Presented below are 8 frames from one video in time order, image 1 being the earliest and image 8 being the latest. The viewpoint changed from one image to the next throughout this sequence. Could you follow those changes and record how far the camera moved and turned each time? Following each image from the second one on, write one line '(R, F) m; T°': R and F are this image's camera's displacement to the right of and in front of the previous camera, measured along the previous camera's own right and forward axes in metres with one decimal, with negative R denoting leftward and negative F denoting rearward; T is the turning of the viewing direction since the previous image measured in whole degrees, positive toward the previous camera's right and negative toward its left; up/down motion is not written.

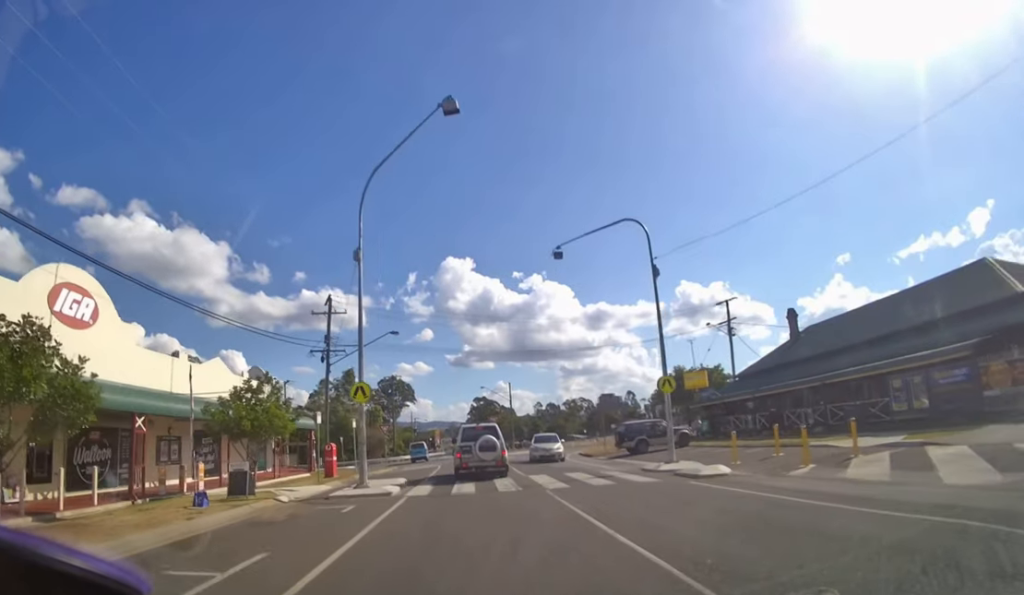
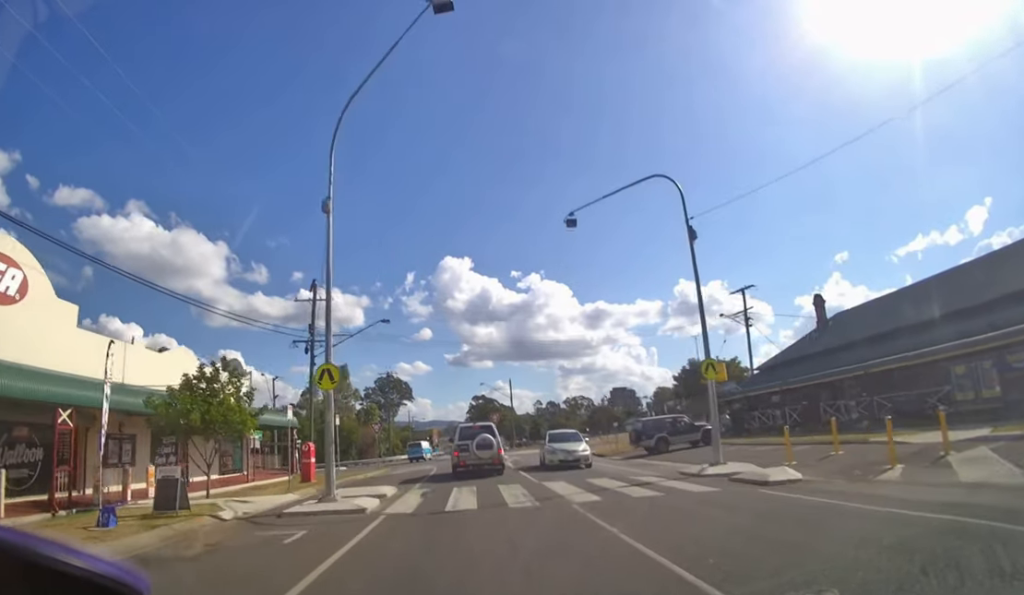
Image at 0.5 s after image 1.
(0.0, +3.1) m; 0°
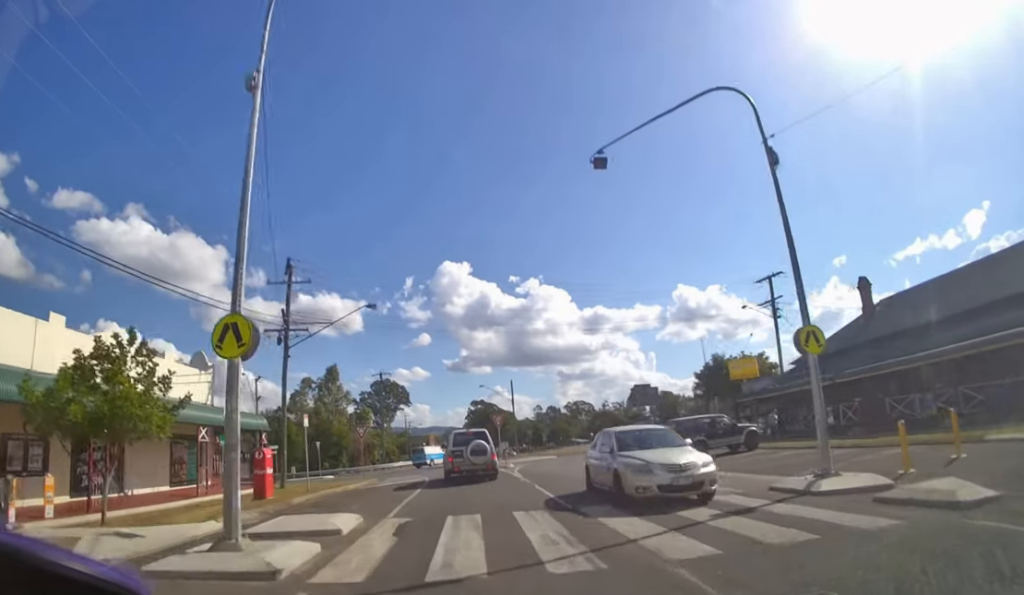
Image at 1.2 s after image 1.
(0.0, +3.6) m; 0°
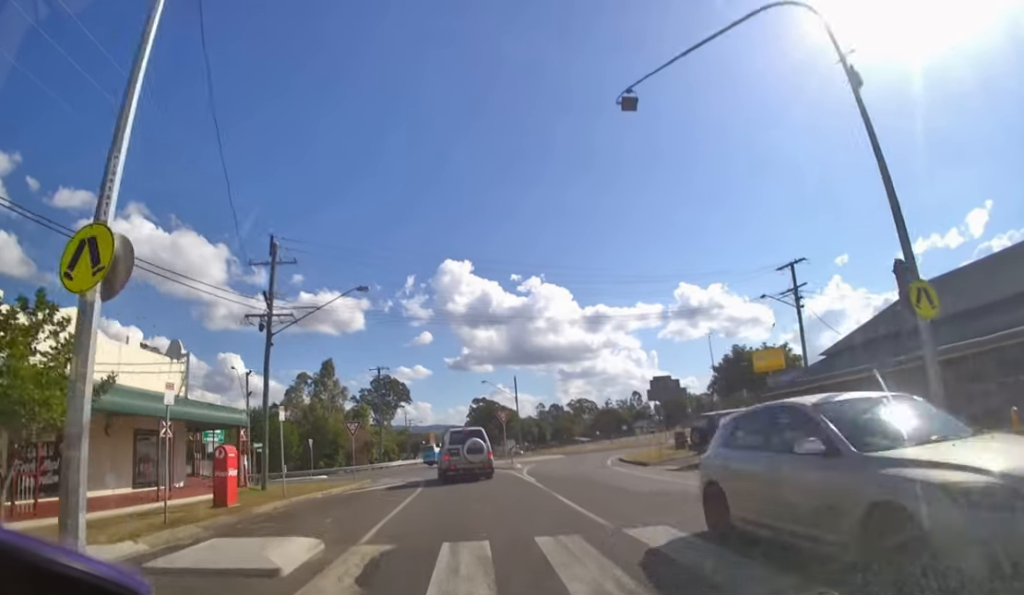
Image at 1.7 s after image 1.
(0.0, +2.4) m; 0°
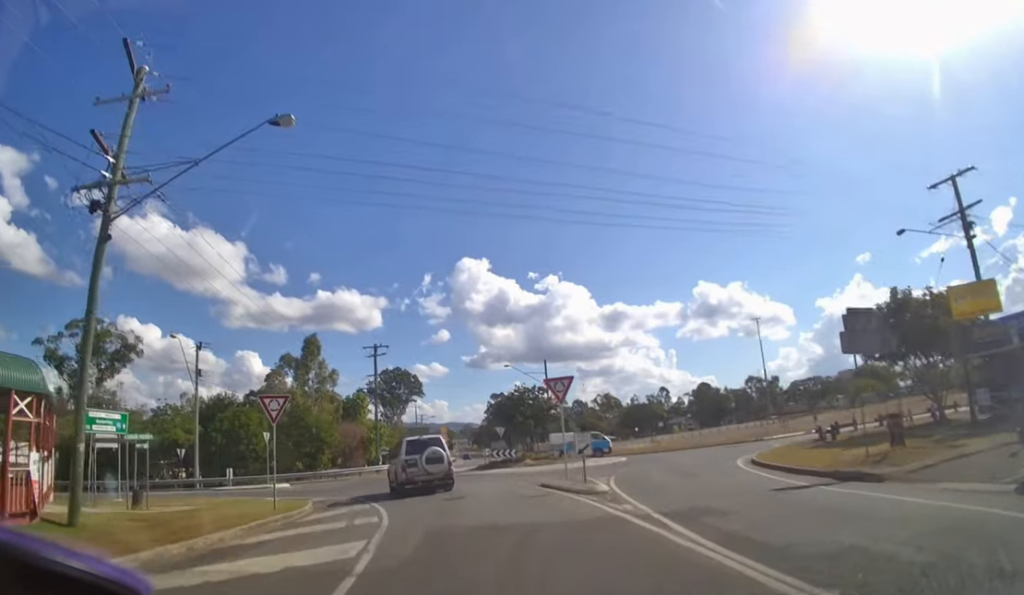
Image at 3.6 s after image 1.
(-0.2, +10.9) m; -2°
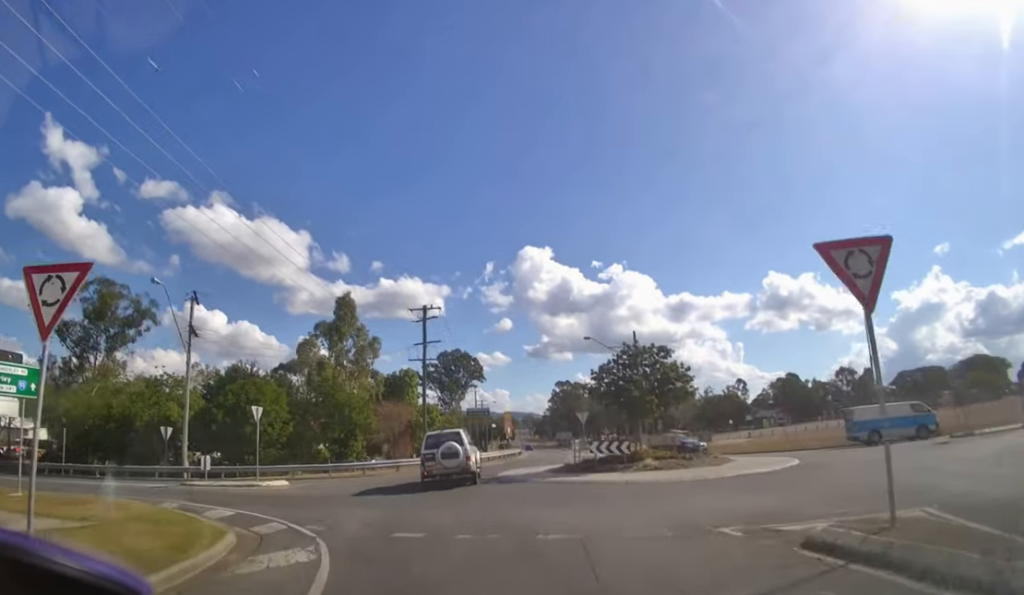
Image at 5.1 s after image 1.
(-0.4, +10.5) m; -6°
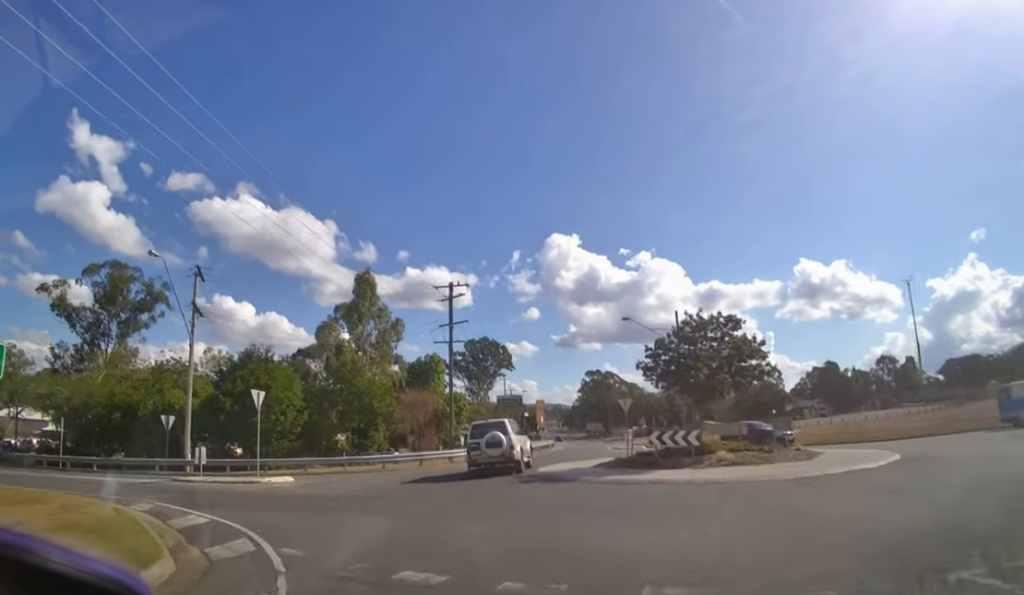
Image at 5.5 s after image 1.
(0.0, +3.3) m; -2°
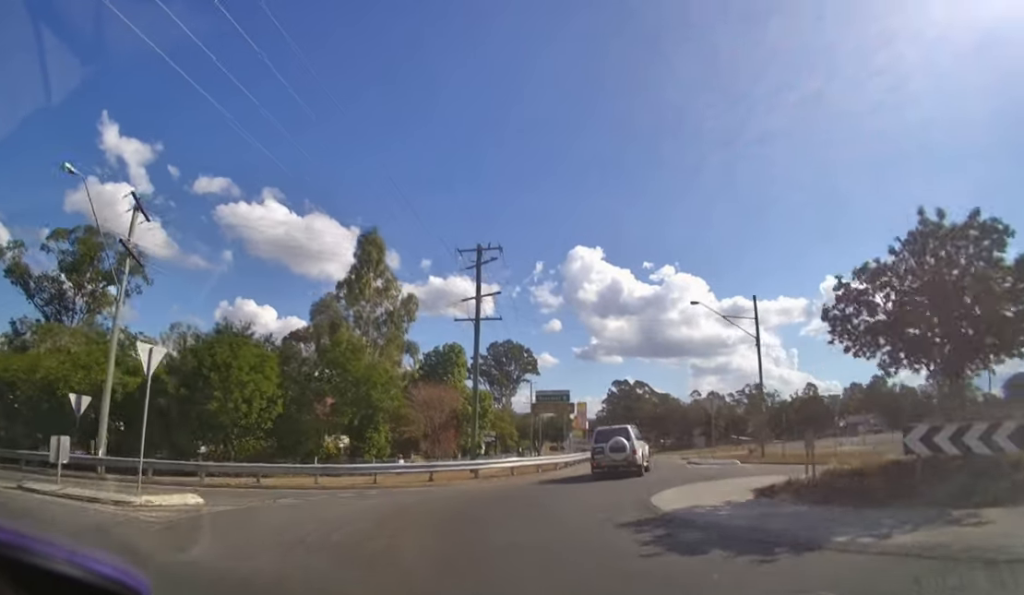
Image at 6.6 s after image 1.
(-0.3, +9.7) m; +1°
